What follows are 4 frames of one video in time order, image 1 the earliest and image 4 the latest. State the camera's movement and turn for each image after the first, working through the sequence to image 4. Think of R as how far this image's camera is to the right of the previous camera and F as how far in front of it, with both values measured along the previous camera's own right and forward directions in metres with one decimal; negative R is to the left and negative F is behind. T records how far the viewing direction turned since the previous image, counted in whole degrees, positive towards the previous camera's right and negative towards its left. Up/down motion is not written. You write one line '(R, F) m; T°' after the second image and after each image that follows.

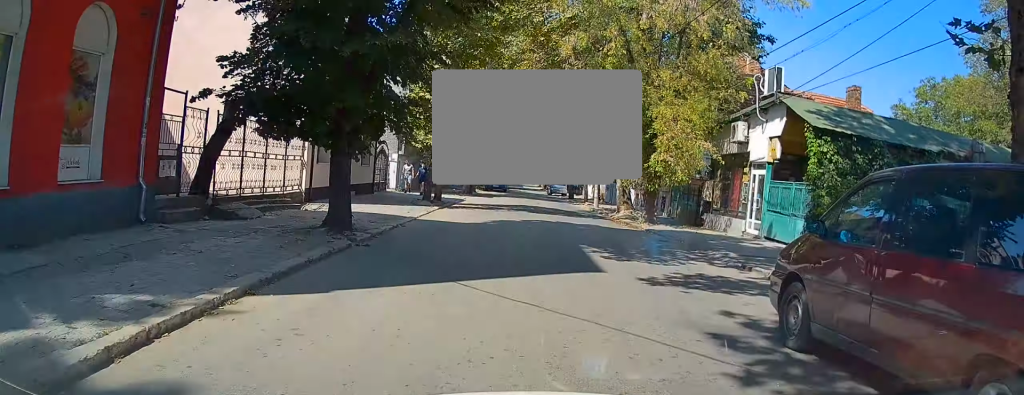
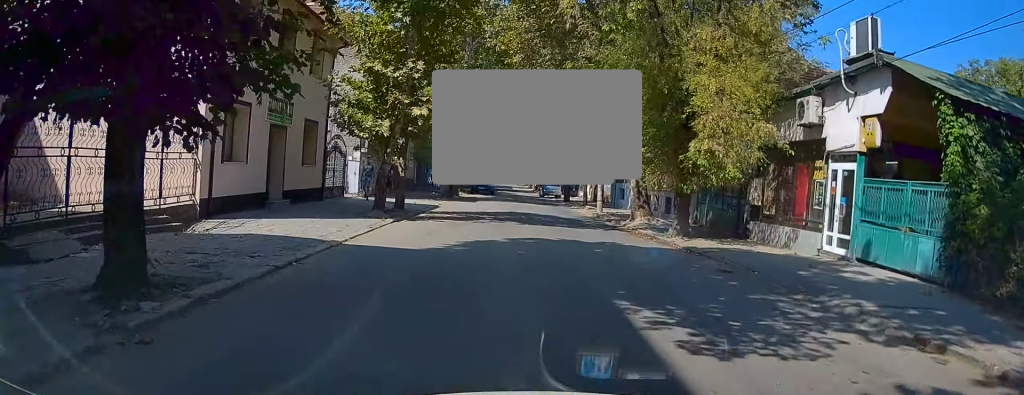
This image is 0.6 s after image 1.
(-0.3, +6.4) m; 0°
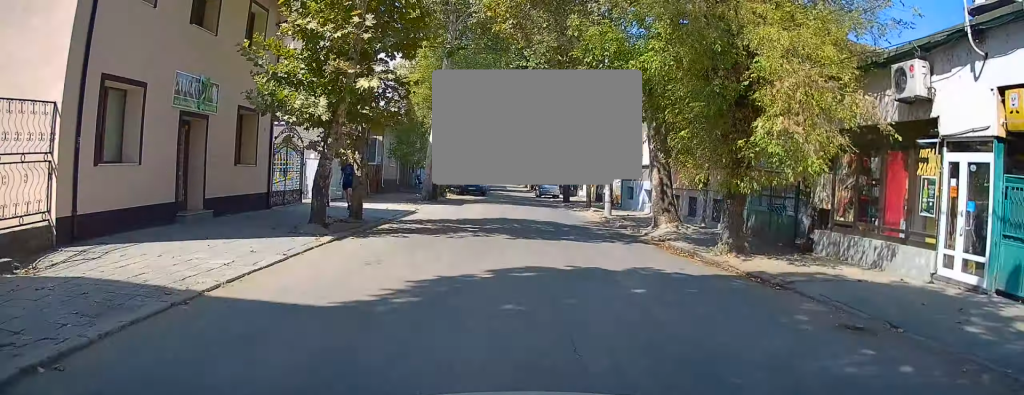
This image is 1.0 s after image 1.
(-0.1, +4.9) m; 0°
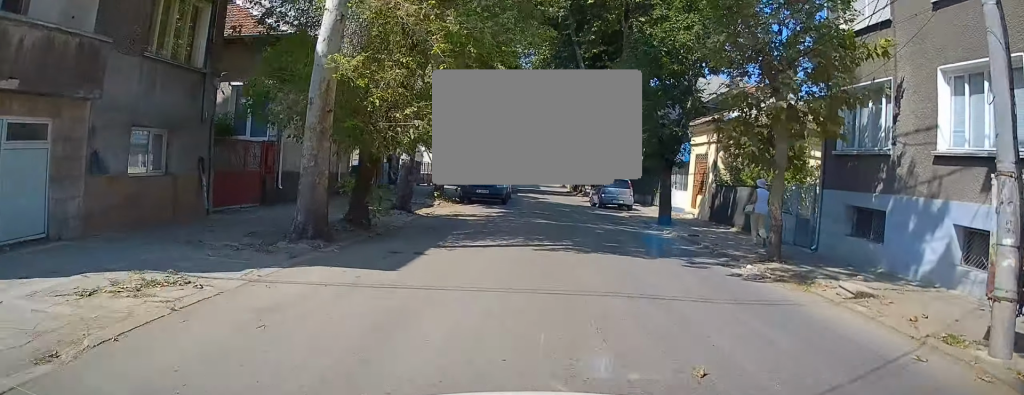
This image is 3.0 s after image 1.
(+0.1, +22.1) m; 0°
